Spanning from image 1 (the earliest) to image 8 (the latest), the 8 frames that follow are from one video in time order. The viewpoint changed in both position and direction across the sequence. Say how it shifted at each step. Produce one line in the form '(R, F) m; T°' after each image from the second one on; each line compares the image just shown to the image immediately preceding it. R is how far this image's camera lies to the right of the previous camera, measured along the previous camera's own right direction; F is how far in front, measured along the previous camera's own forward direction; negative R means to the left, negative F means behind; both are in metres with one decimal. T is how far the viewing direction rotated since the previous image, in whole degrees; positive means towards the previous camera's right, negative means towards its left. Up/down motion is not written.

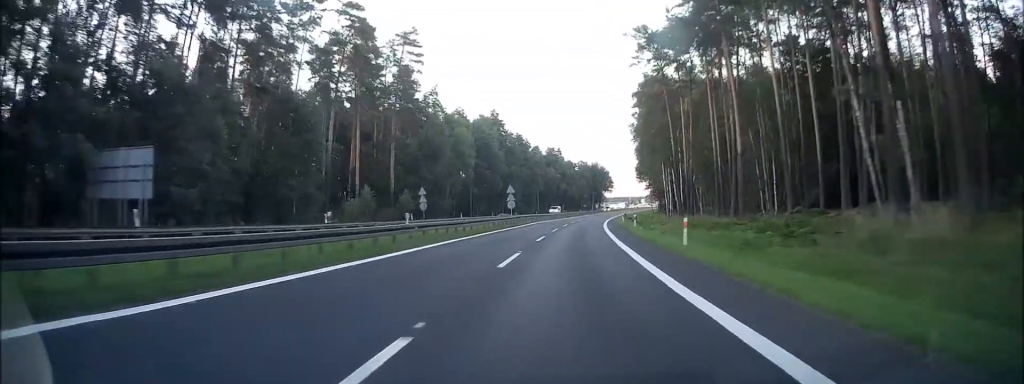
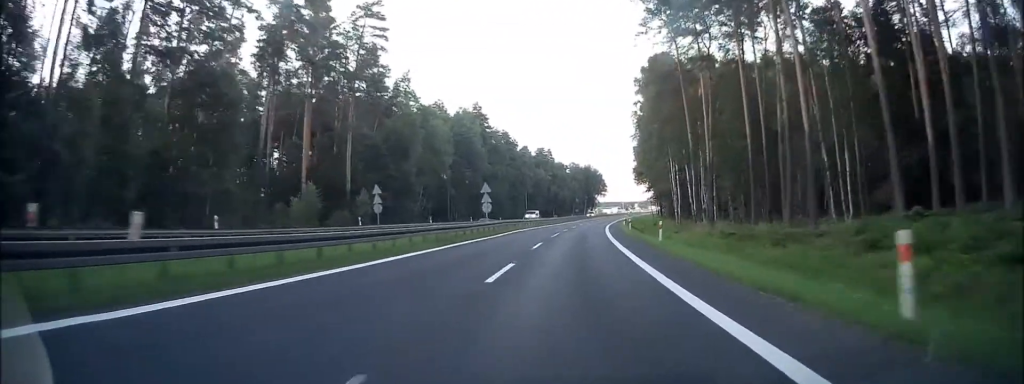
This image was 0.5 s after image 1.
(+0.1, +14.4) m; +1°
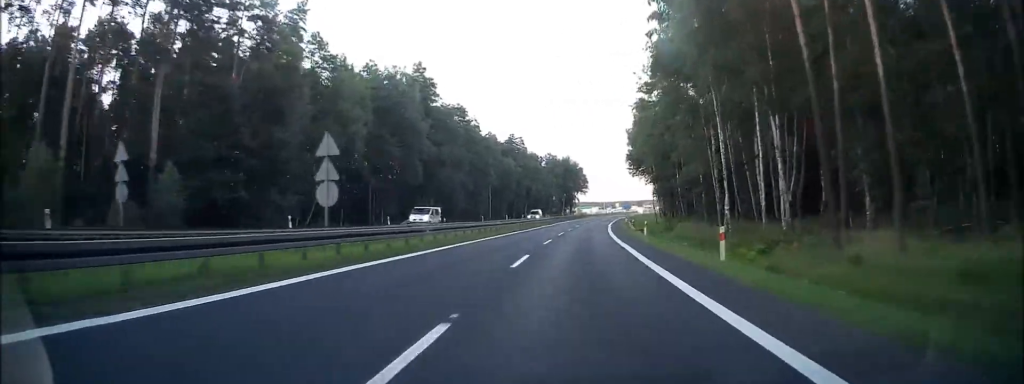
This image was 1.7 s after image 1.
(+0.5, +33.4) m; +2°
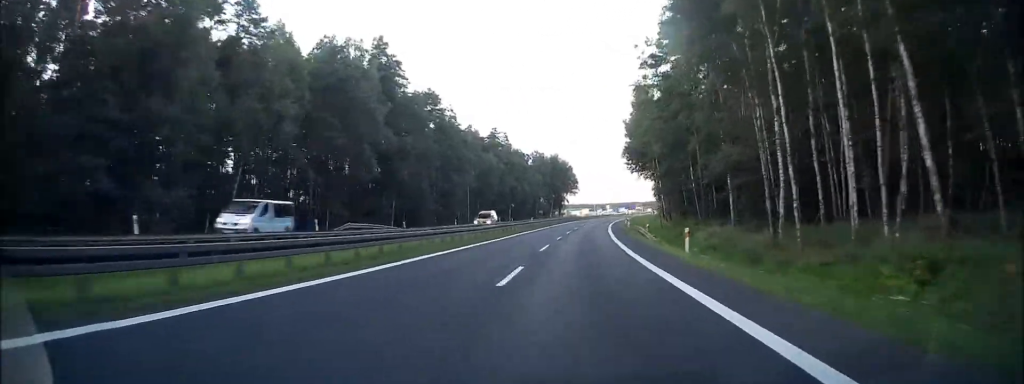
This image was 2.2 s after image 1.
(+0.2, +15.1) m; +1°
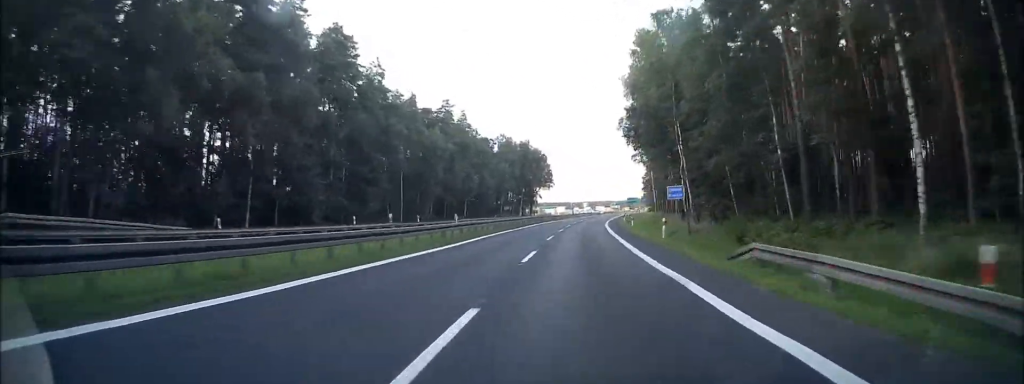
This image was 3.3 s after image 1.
(+0.8, +32.1) m; +2°
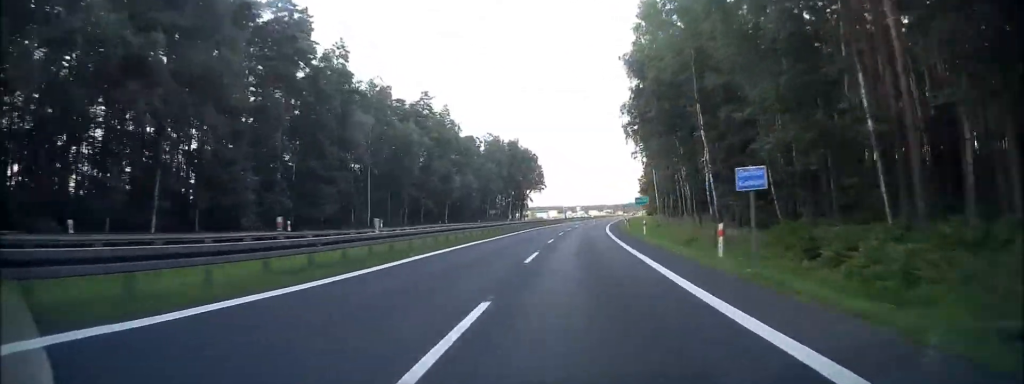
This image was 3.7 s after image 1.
(+0.1, +11.3) m; 0°
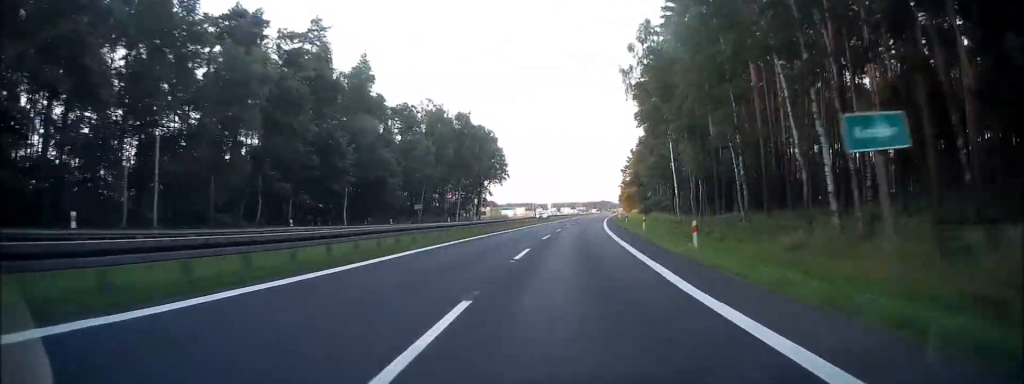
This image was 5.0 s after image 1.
(+0.5, +36.7) m; +3°
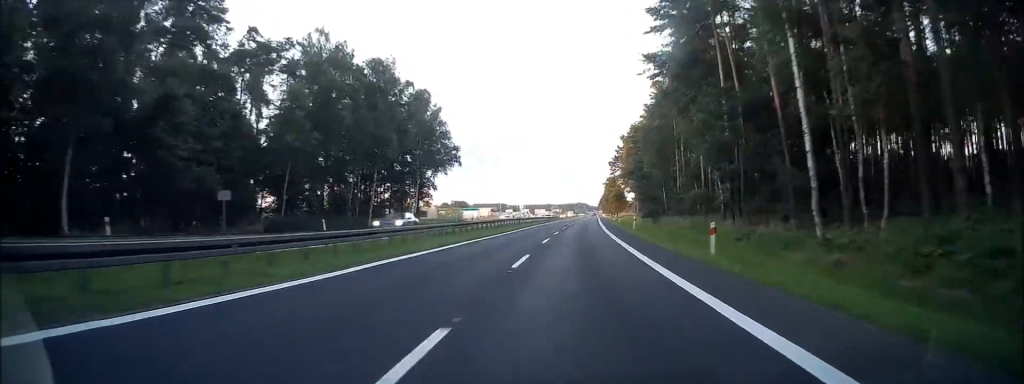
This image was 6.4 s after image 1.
(+1.4, +38.3) m; +3°
